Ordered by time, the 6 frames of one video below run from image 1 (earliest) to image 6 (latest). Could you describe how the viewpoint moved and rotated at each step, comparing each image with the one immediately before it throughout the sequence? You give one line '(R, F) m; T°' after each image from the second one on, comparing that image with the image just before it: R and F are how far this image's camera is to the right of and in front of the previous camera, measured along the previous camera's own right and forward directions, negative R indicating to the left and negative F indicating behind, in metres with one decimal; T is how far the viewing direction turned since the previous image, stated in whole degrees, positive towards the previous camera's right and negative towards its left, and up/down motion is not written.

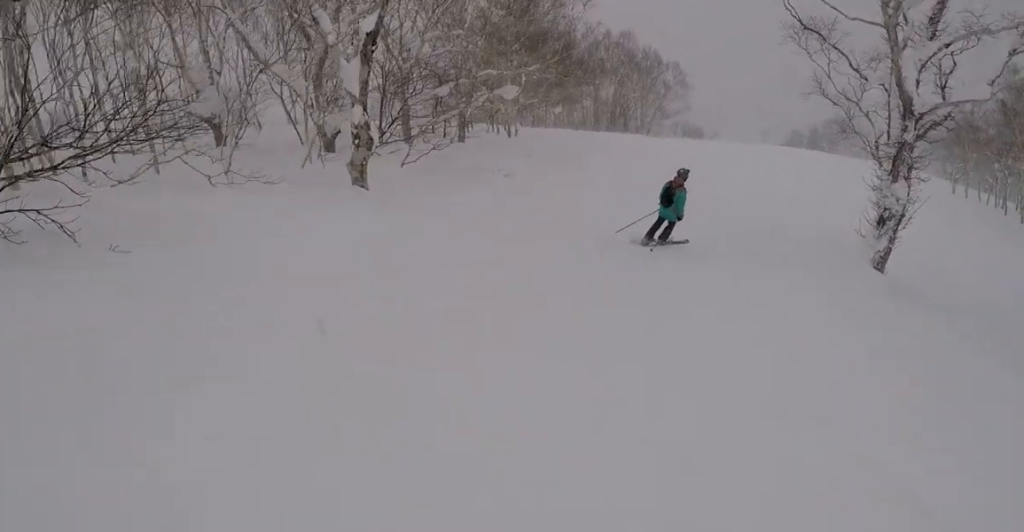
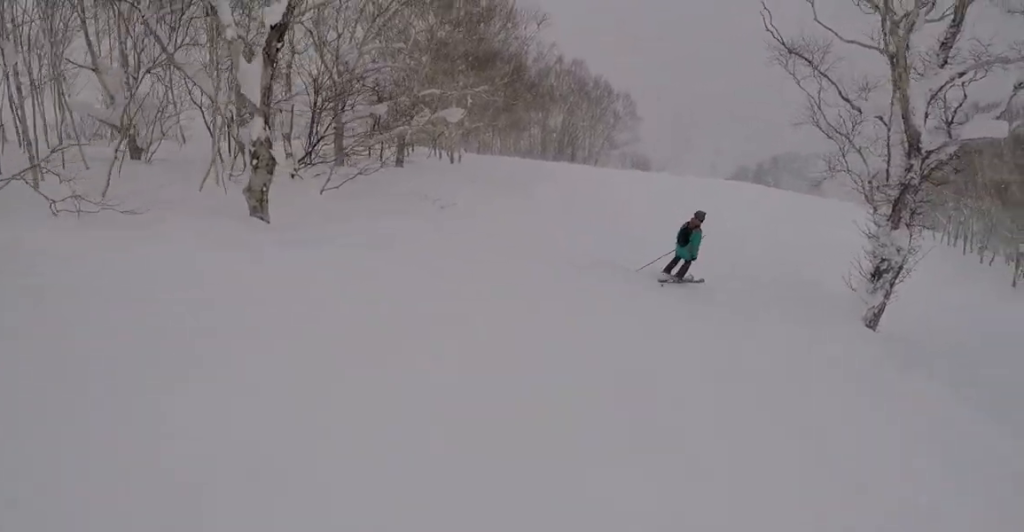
(+0.1, +2.7) m; +3°
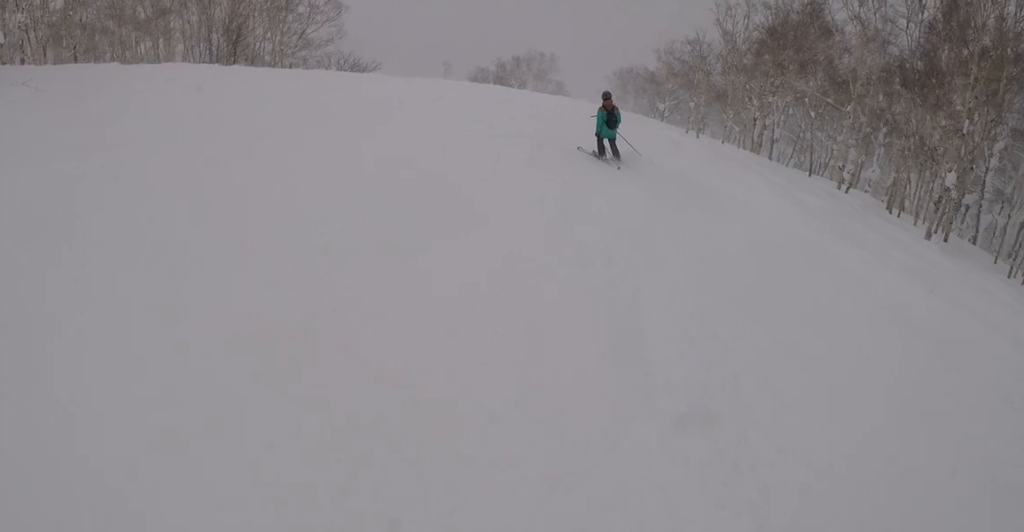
(+1.4, +16.2) m; +3°
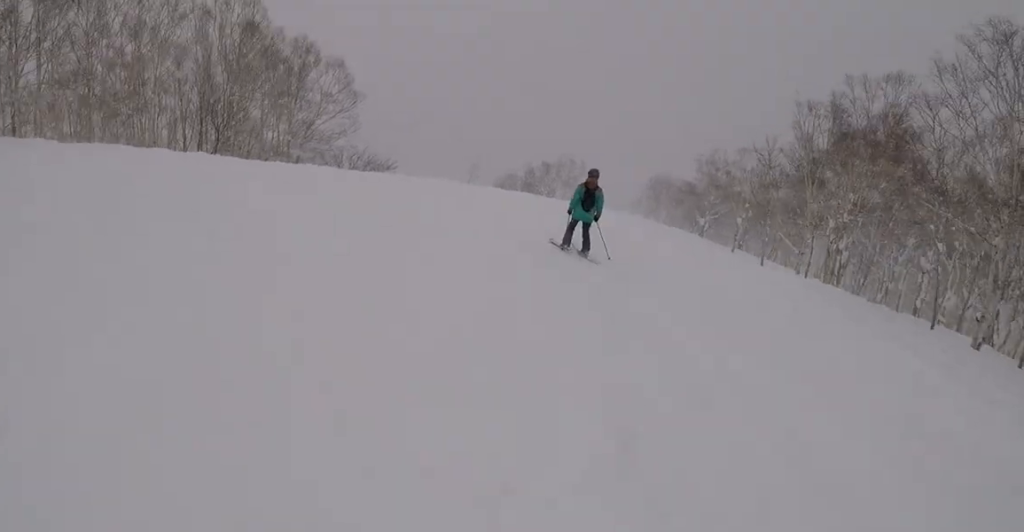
(-0.2, +7.0) m; +1°
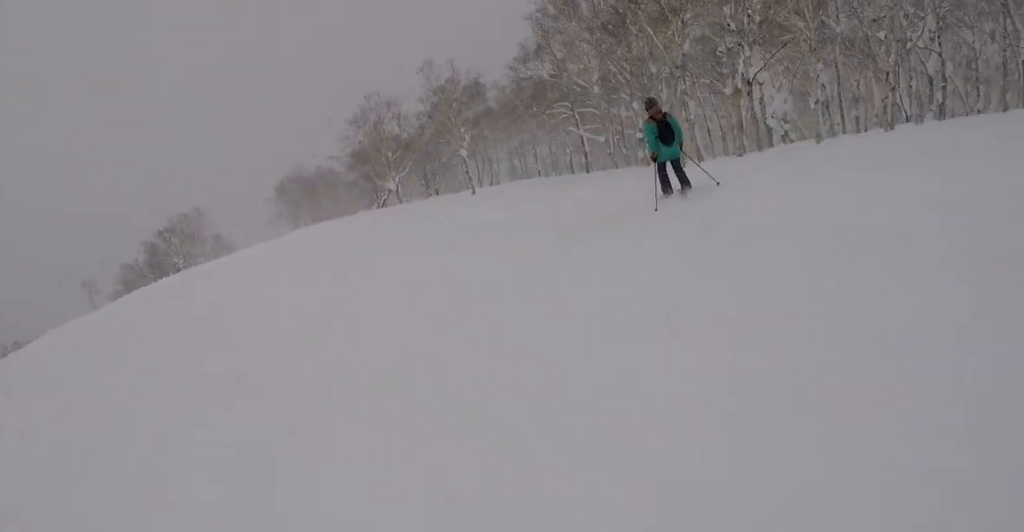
(+3.3, +16.9) m; +29°
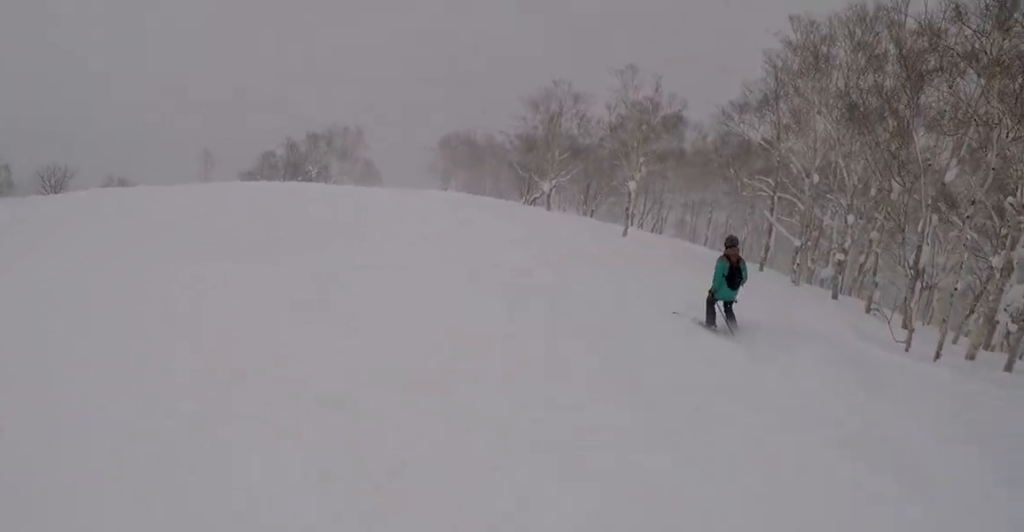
(+0.6, +6.4) m; 0°
